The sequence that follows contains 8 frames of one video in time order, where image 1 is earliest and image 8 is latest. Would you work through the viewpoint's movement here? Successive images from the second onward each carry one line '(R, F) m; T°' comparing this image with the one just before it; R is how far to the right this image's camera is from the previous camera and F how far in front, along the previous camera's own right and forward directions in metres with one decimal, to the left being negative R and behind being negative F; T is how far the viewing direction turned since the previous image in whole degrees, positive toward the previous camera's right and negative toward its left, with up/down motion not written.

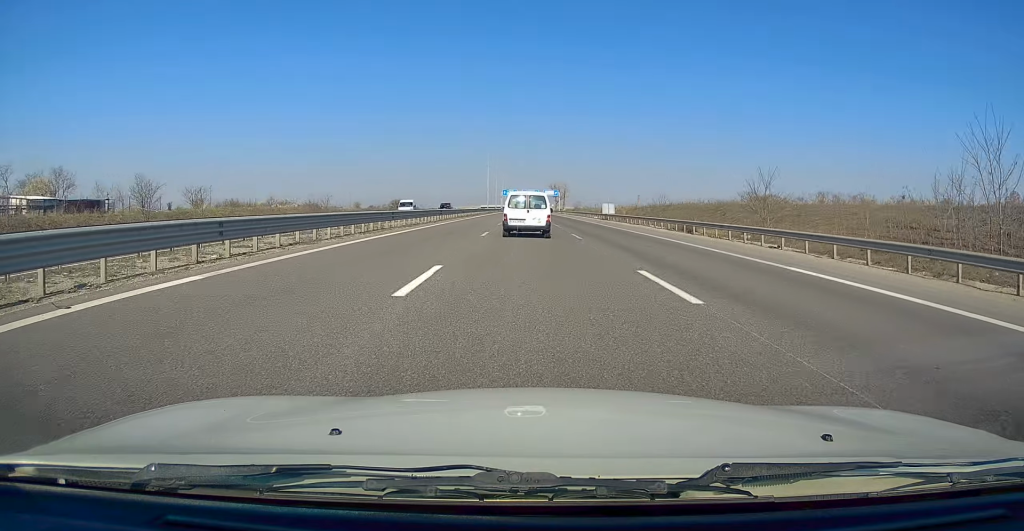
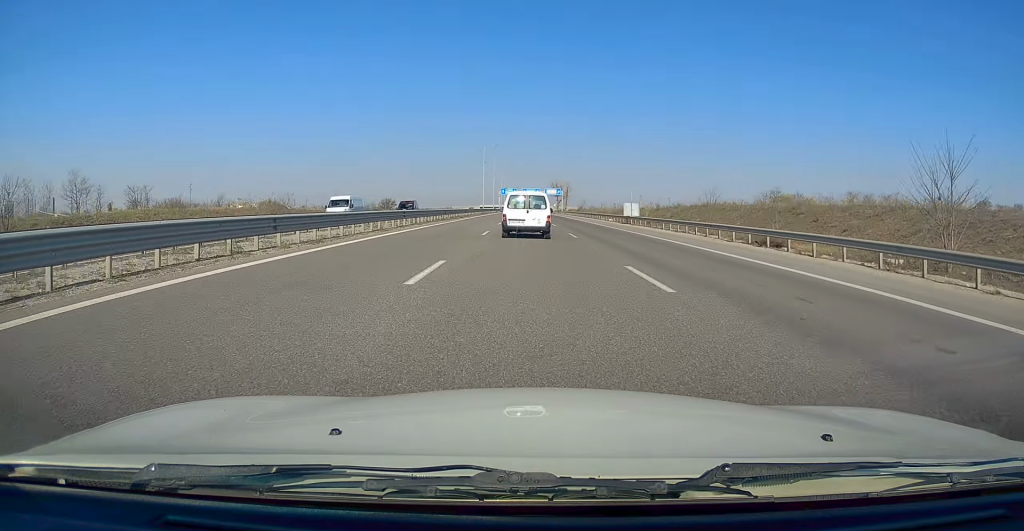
(0.0, +14.7) m; 0°
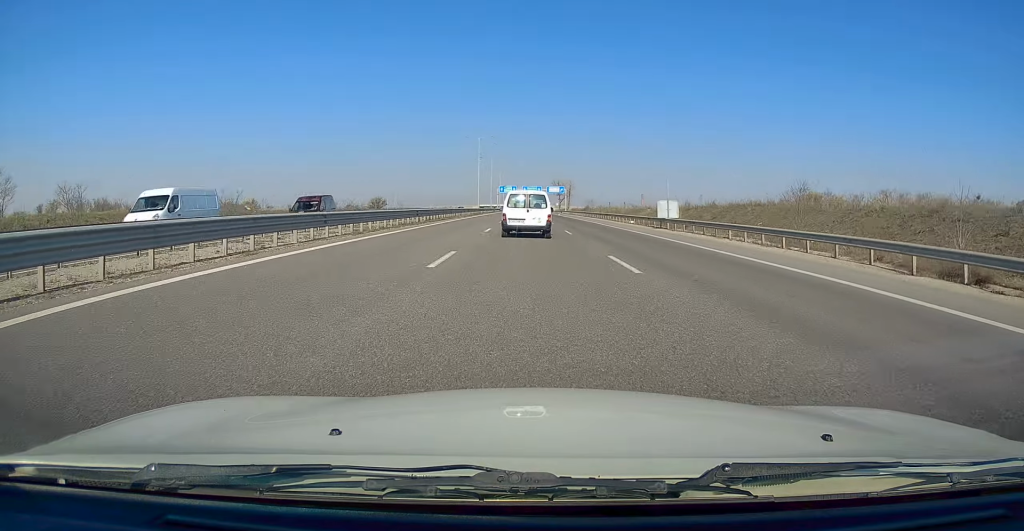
(+0.2, +13.6) m; 0°
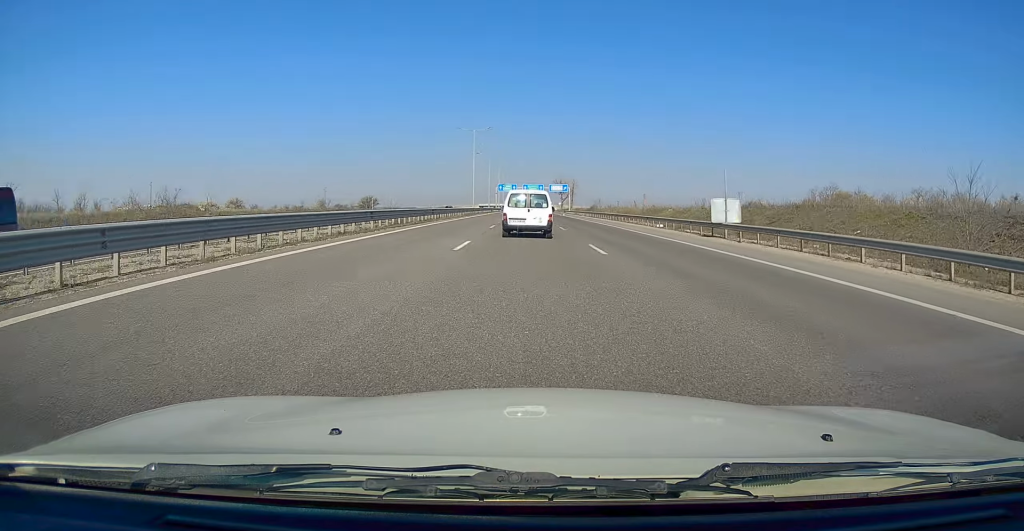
(+0.1, +11.6) m; 0°
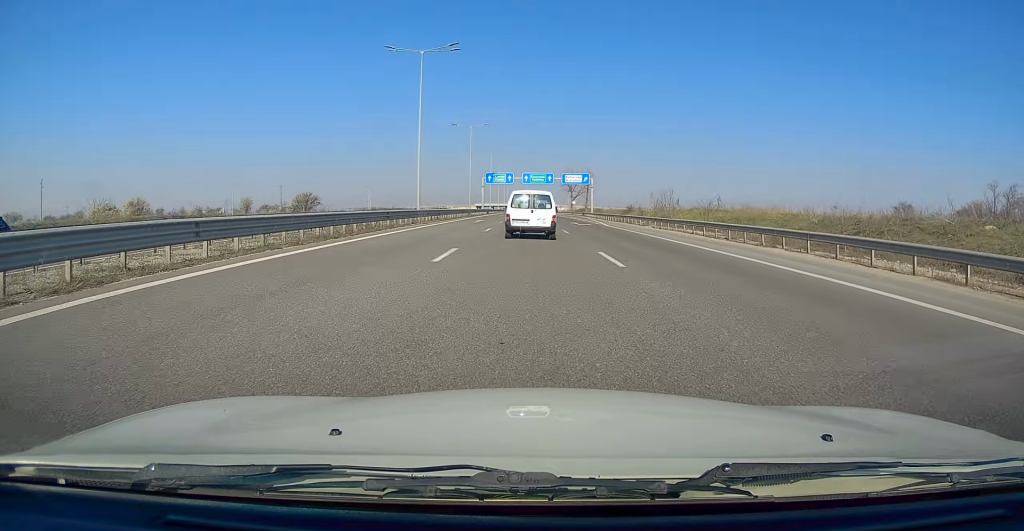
(-0.4, +50.8) m; 0°
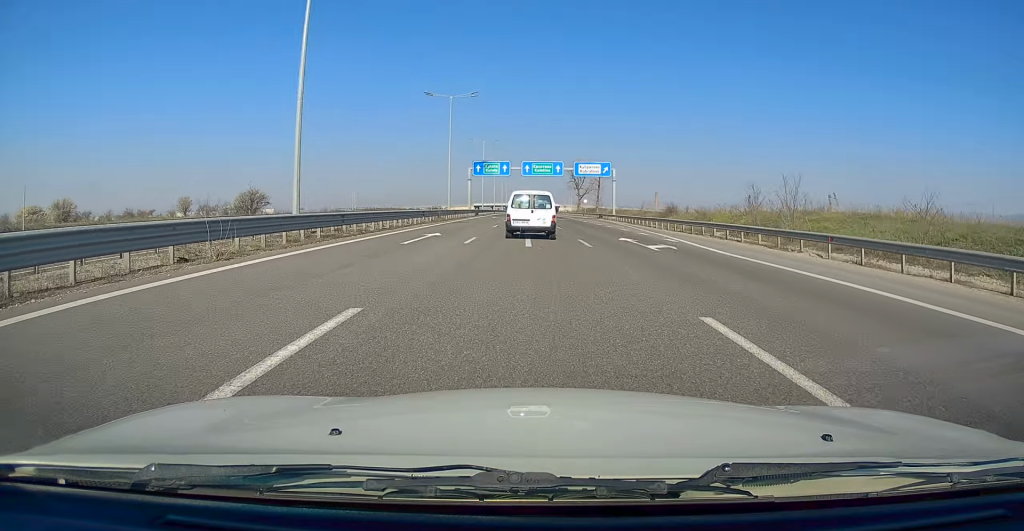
(0.0, +25.5) m; 0°
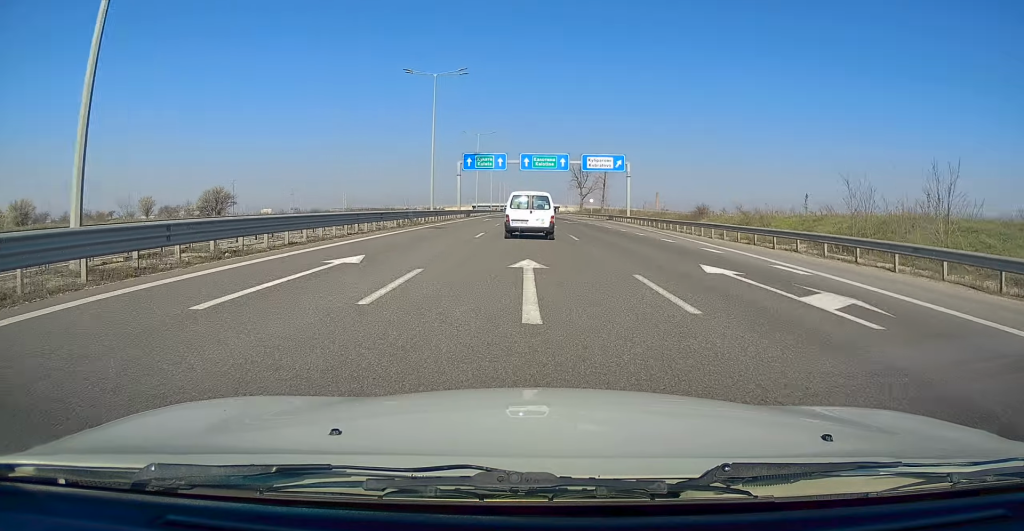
(-0.1, +11.6) m; 0°
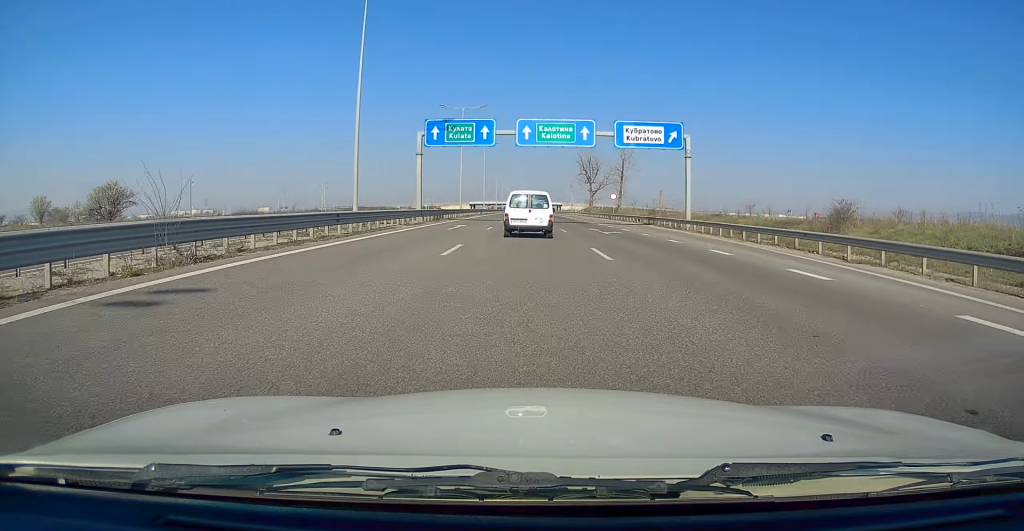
(-0.1, +24.8) m; 0°
